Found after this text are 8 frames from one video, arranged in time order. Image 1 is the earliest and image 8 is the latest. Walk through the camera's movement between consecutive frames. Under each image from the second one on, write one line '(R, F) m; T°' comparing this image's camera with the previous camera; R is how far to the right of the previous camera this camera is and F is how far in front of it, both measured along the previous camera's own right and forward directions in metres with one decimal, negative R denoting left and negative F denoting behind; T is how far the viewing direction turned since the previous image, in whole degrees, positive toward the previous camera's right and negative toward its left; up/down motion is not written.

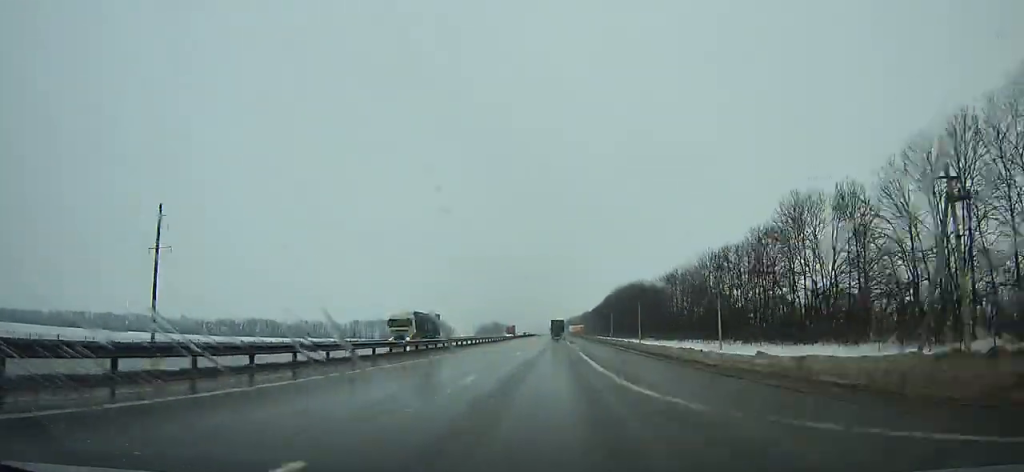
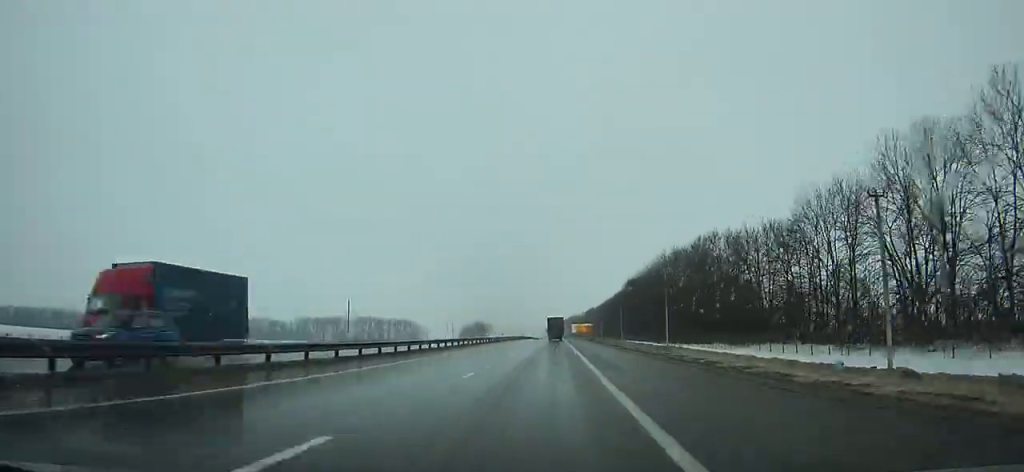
(+0.4, +93.8) m; 0°
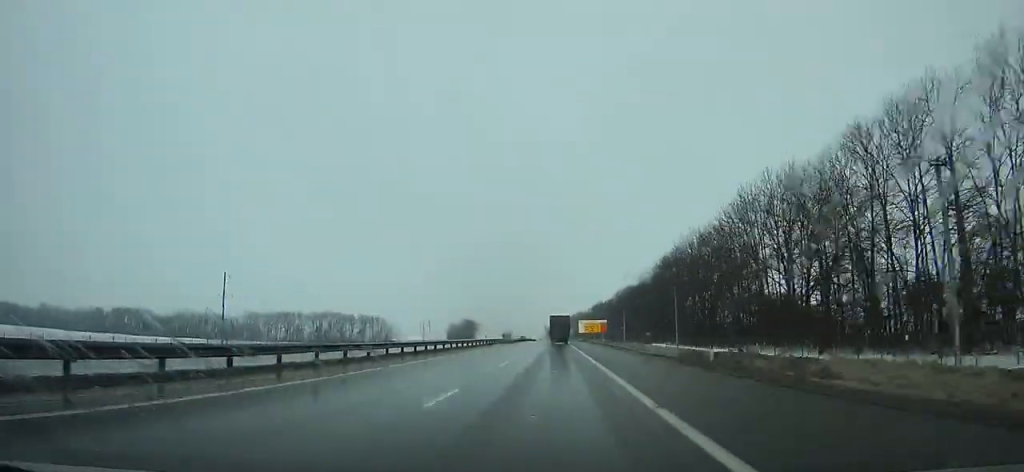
(-0.3, +67.0) m; -1°
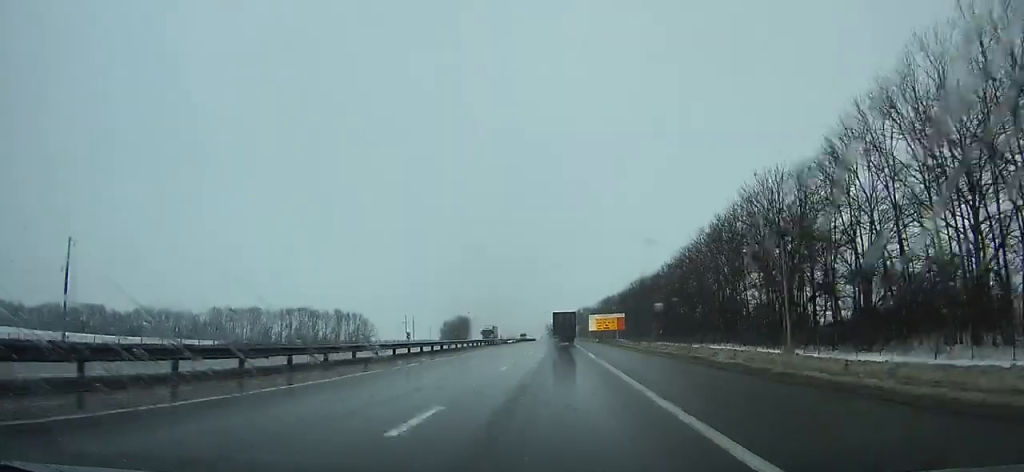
(-0.2, +39.2) m; 0°
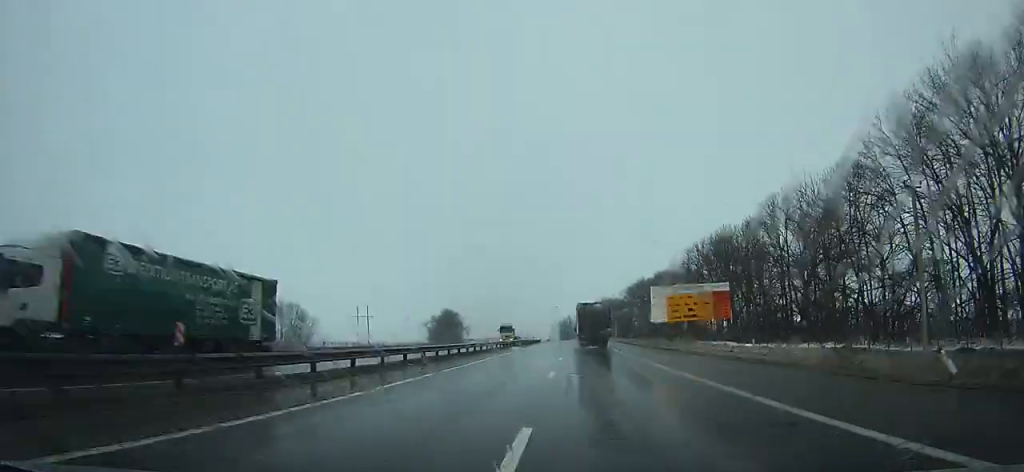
(-0.2, +73.4) m; 0°
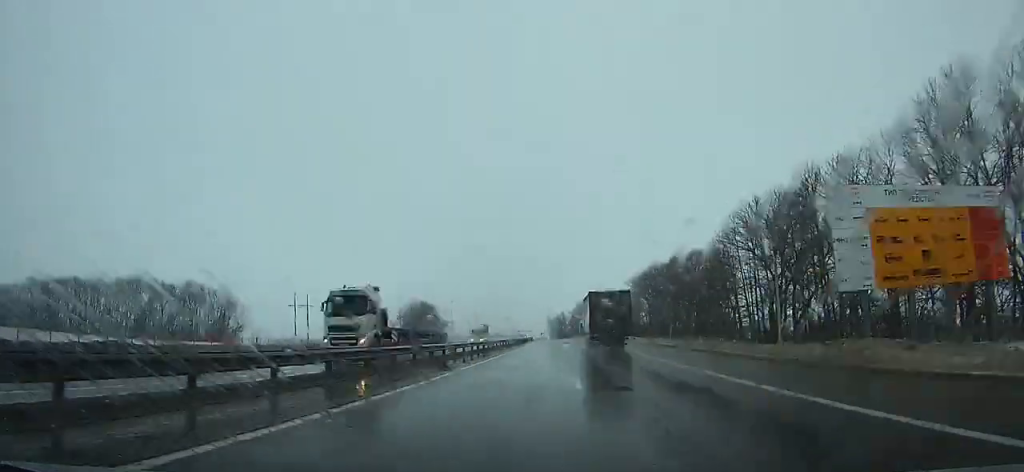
(+0.1, +39.6) m; 0°
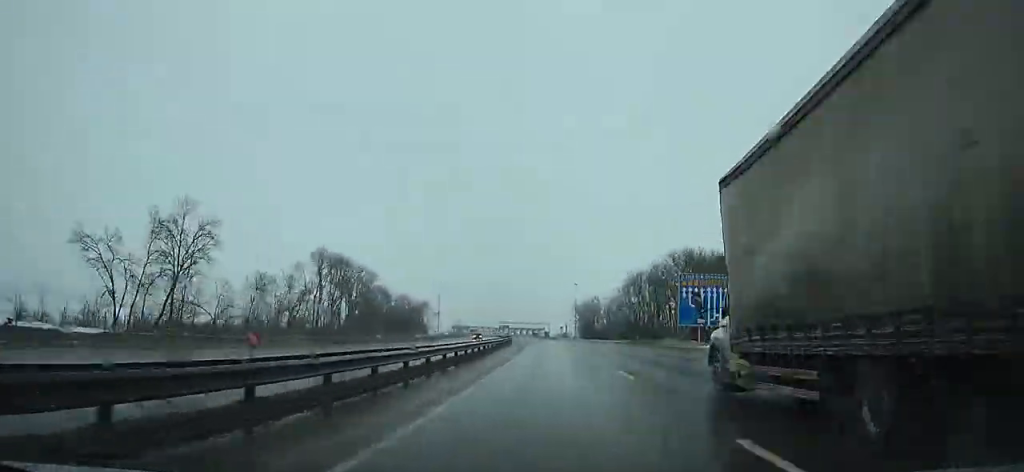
(-1.6, +117.8) m; -2°
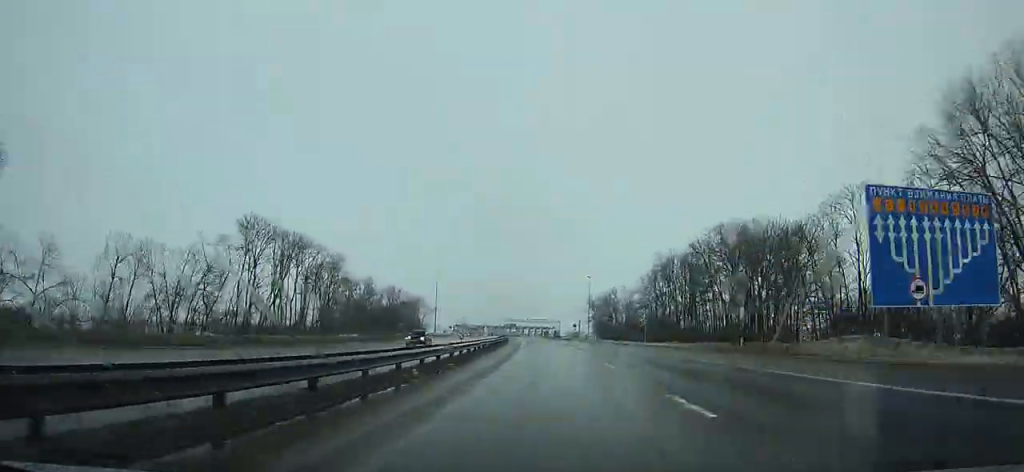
(-0.2, +31.1) m; -1°
